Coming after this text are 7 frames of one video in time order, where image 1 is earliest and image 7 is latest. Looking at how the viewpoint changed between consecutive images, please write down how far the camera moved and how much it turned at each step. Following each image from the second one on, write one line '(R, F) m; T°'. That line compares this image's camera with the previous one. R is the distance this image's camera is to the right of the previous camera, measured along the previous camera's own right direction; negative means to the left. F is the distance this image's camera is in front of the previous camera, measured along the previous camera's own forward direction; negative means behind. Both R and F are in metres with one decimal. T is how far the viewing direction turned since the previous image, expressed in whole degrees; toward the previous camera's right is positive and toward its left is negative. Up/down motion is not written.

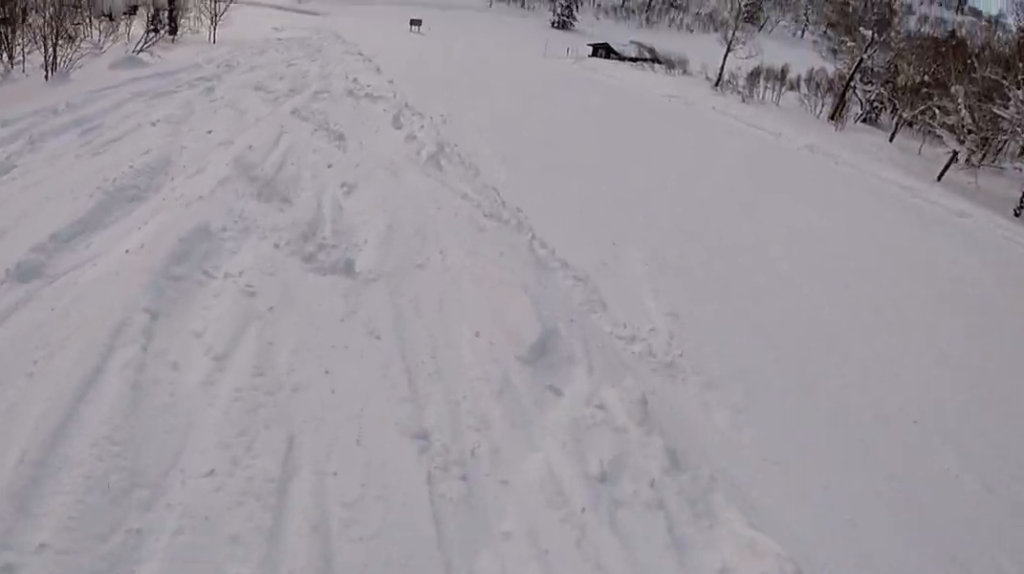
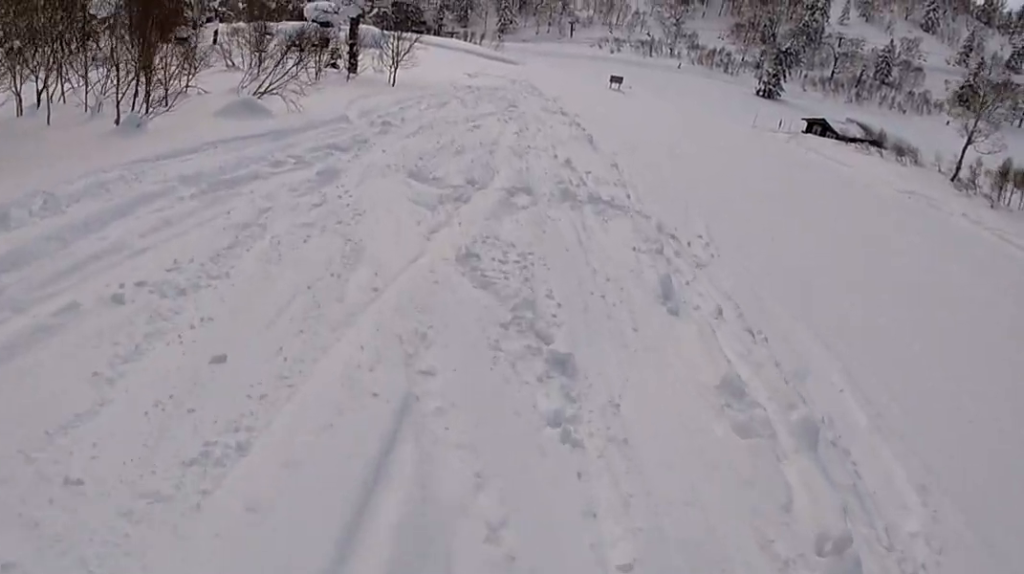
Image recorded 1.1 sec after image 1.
(-1.1, +5.8) m; -10°
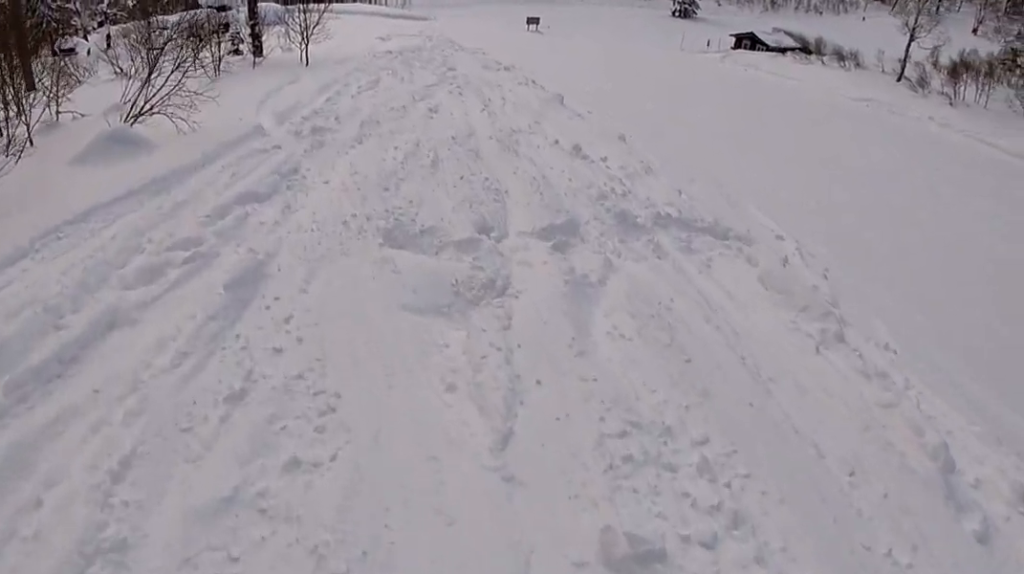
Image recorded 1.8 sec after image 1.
(0.0, +3.6) m; +1°
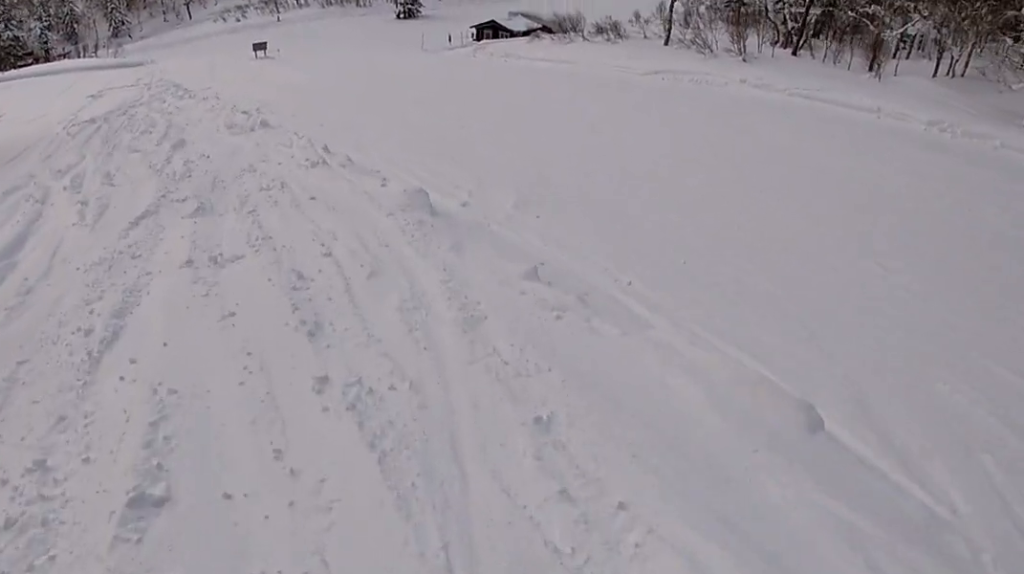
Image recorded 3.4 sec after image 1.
(+1.8, +8.5) m; +17°
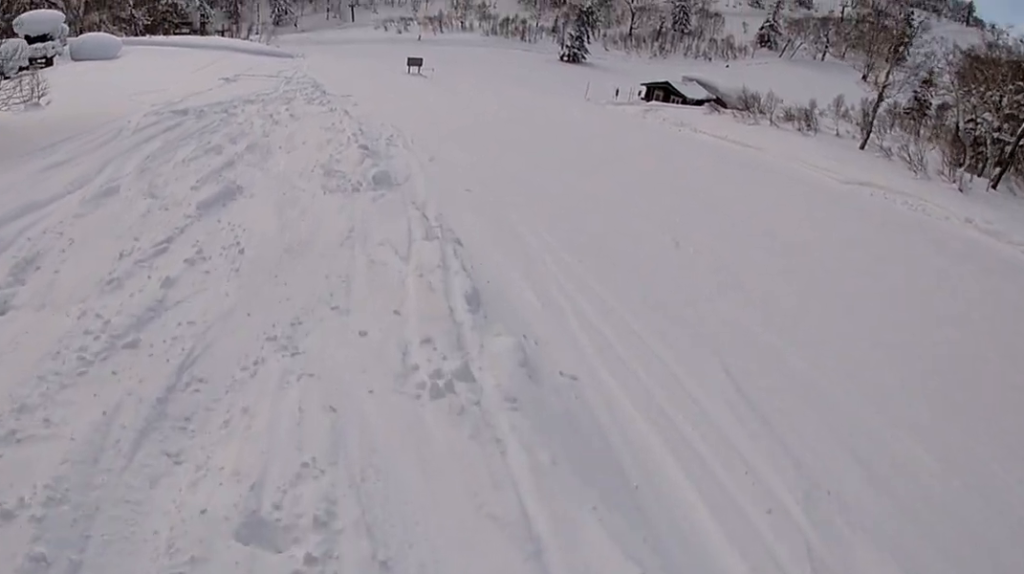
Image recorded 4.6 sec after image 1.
(-0.5, +6.6) m; -11°
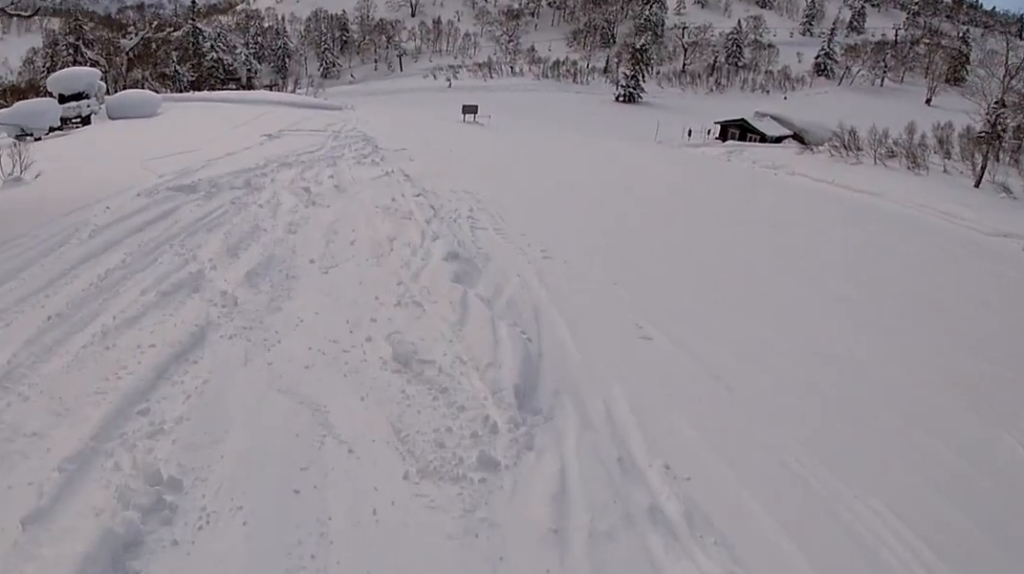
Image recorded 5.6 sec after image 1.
(-0.5, +6.1) m; -6°
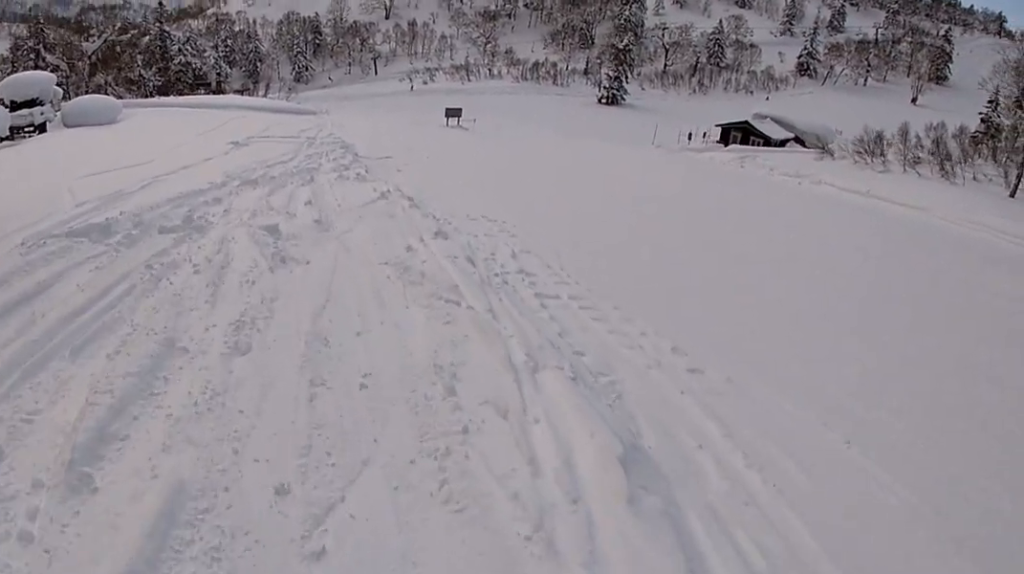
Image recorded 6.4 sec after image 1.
(-0.1, +5.0) m; +3°
